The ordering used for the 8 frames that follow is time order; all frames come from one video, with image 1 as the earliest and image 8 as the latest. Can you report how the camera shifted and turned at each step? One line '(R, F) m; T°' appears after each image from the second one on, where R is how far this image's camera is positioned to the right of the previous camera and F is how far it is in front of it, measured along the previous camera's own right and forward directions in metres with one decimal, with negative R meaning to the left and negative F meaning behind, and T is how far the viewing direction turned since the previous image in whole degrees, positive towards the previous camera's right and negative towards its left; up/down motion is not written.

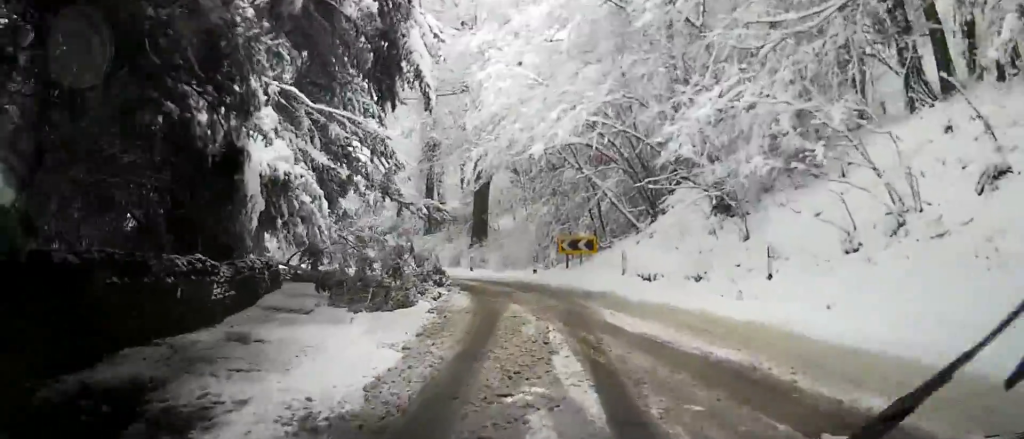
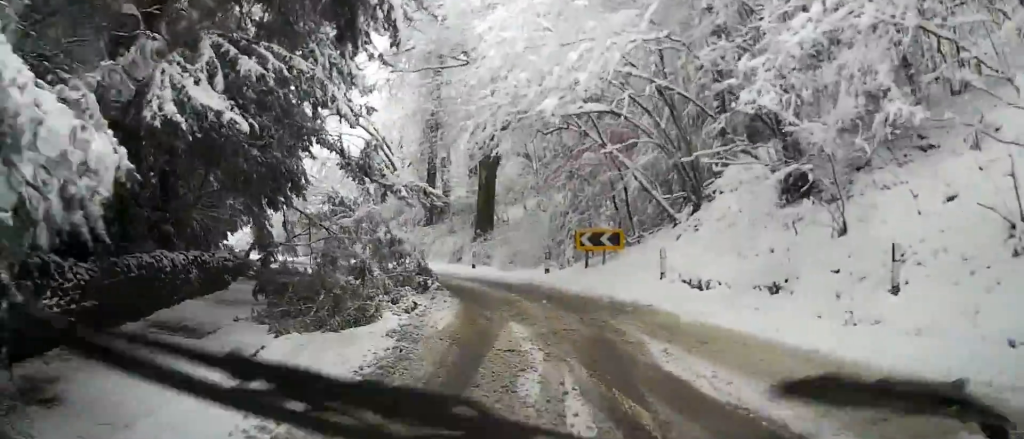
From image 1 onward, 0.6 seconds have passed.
(-0.1, +4.0) m; -7°
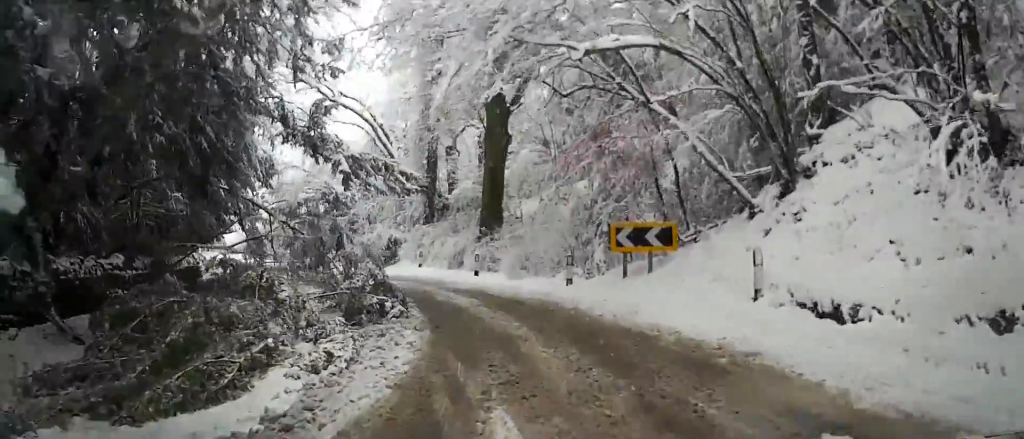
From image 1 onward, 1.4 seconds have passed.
(-0.6, +5.2) m; -8°
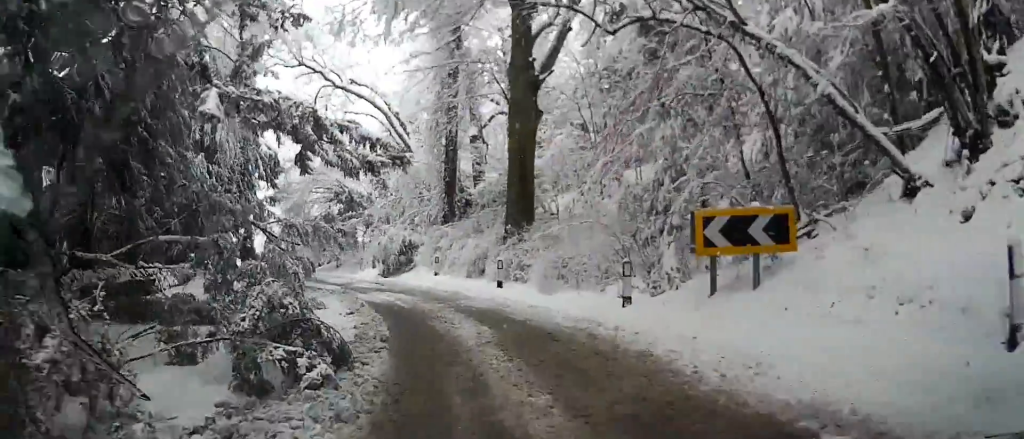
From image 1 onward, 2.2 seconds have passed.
(-0.2, +4.9) m; -3°
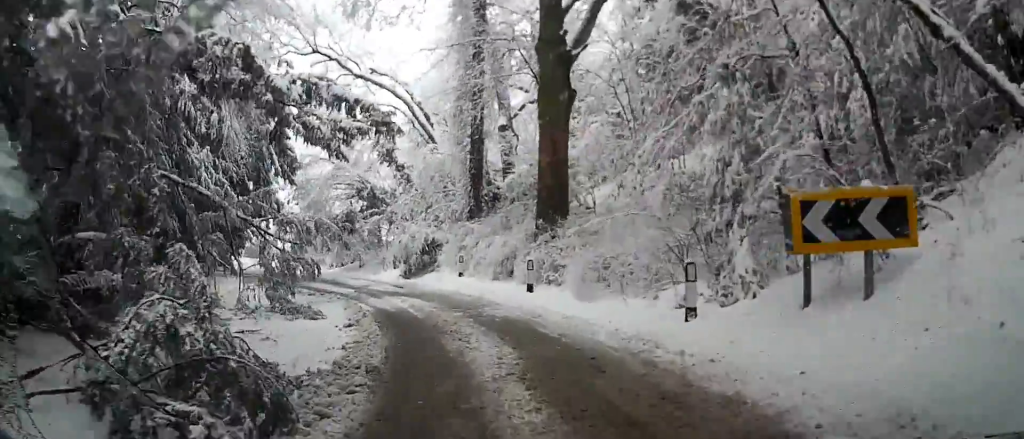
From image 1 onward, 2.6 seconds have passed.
(0.0, +2.5) m; -1°
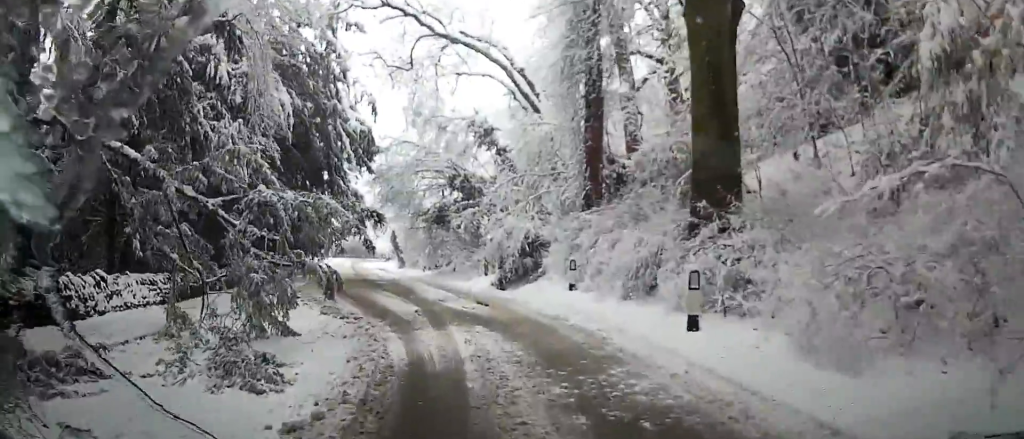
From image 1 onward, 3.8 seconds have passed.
(-0.2, +7.2) m; -6°
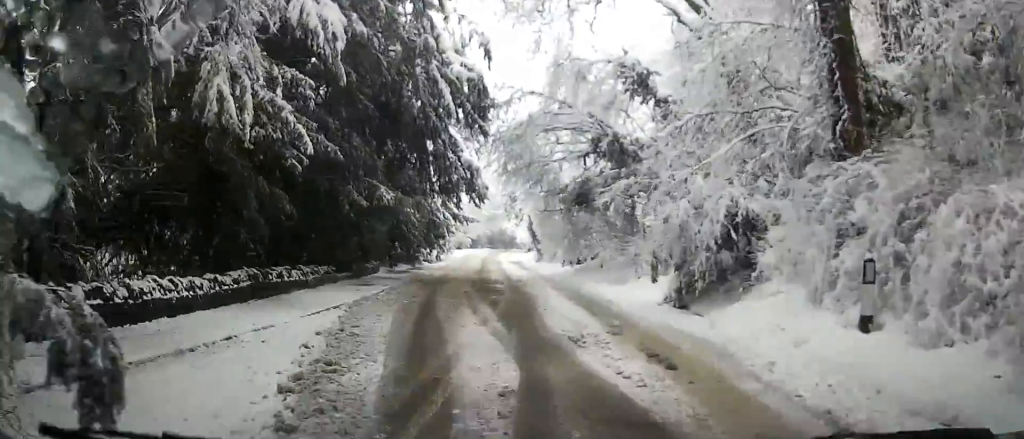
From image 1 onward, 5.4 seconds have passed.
(-1.0, +8.5) m; -12°
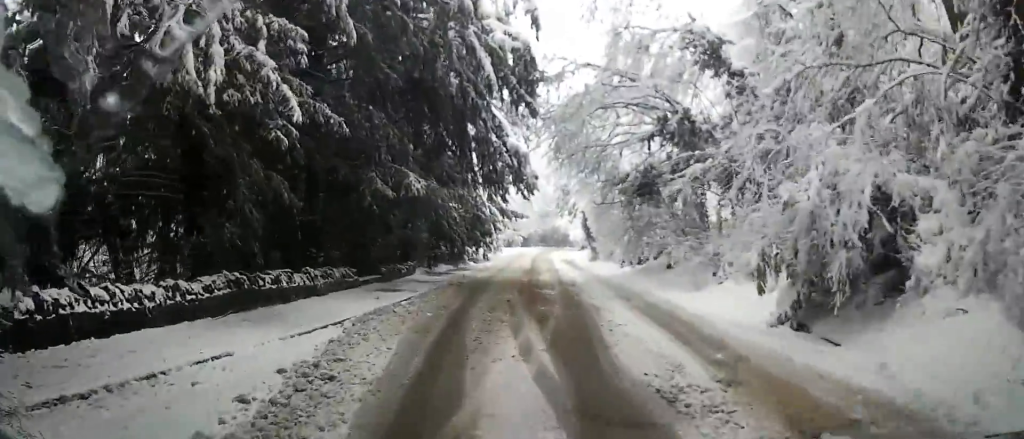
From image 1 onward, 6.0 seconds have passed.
(-0.1, +3.2) m; -4°
